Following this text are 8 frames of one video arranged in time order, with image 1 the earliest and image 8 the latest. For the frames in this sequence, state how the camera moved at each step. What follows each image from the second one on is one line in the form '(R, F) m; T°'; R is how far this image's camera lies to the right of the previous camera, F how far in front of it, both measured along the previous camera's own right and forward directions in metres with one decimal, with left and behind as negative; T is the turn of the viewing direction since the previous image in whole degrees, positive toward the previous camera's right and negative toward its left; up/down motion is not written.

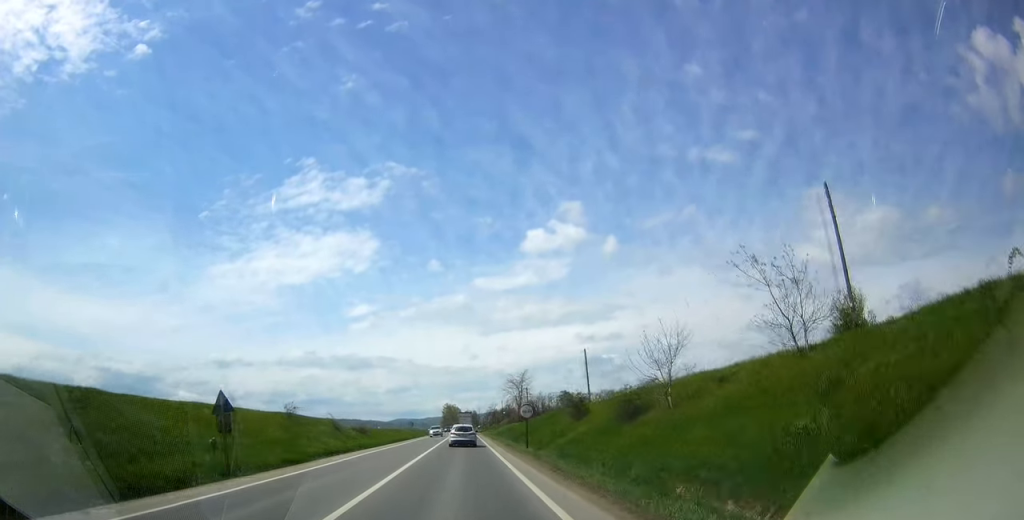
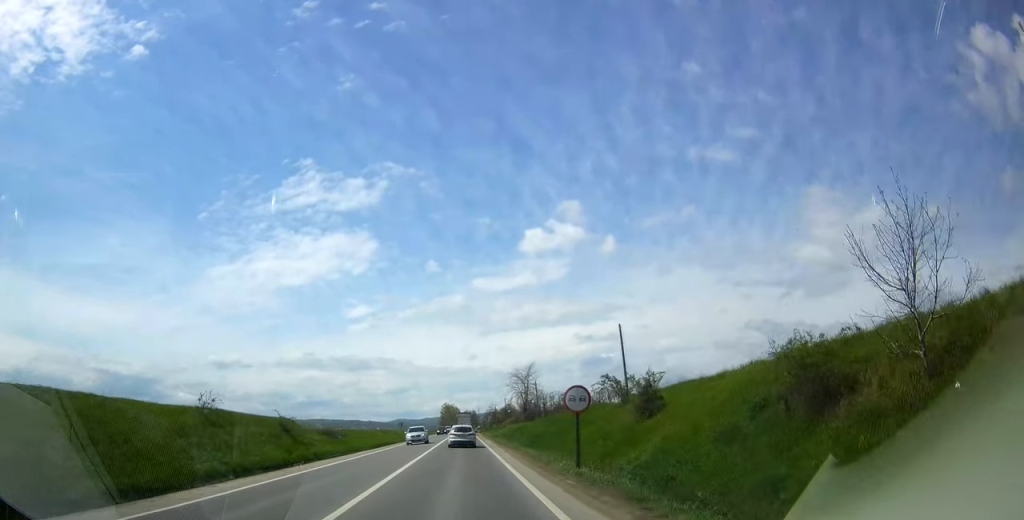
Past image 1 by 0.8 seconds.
(-0.4, +14.9) m; 0°
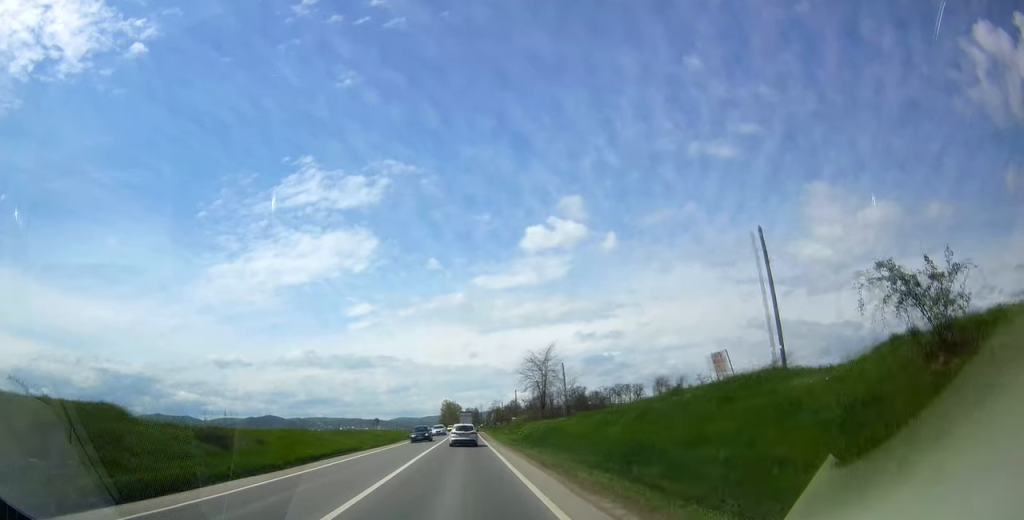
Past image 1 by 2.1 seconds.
(+0.5, +23.7) m; +1°
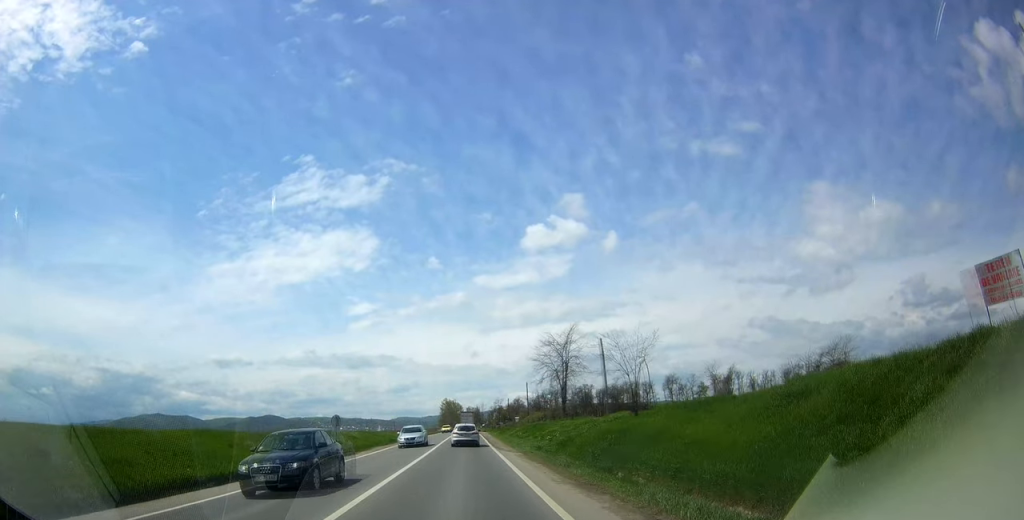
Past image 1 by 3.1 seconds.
(-0.1, +18.5) m; -1°
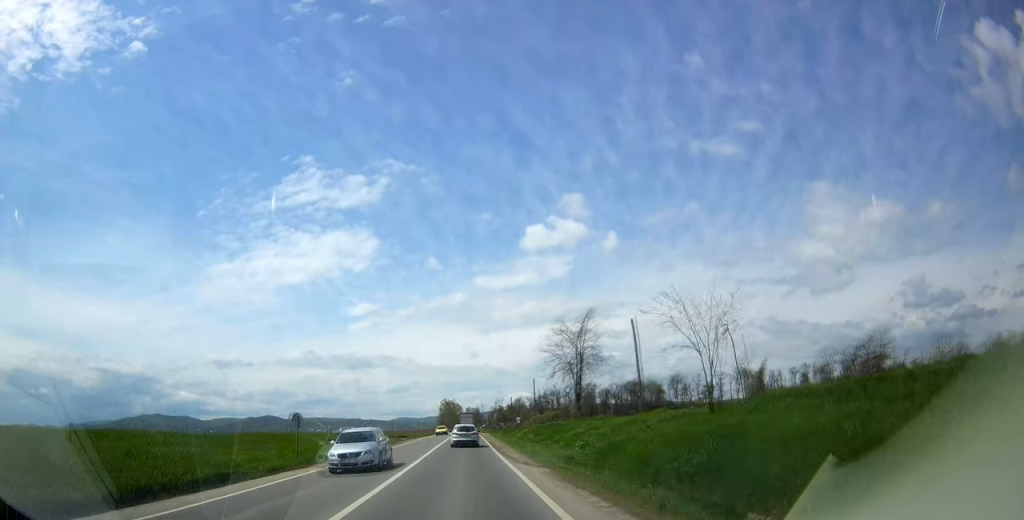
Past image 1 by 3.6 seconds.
(-0.2, +9.7) m; 0°
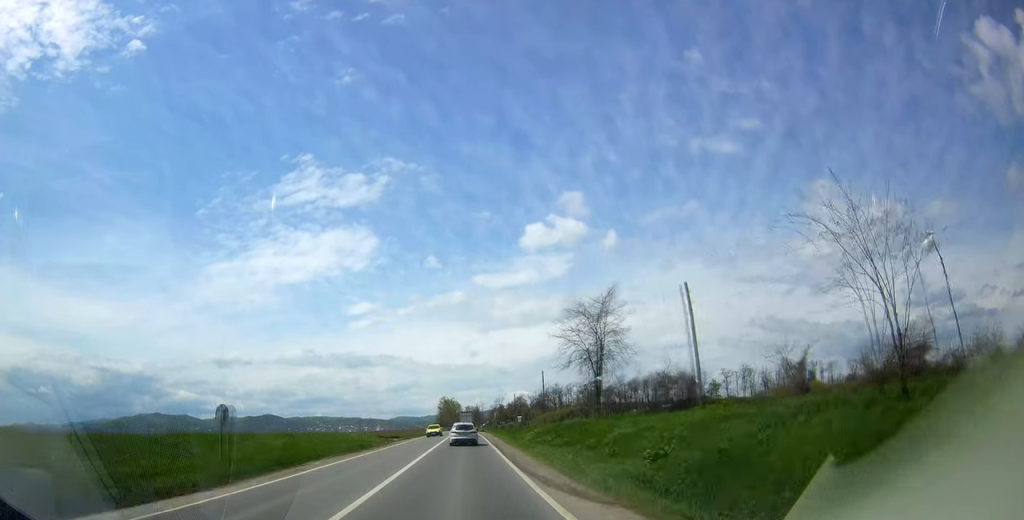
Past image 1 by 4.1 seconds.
(0.0, +9.6) m; 0°
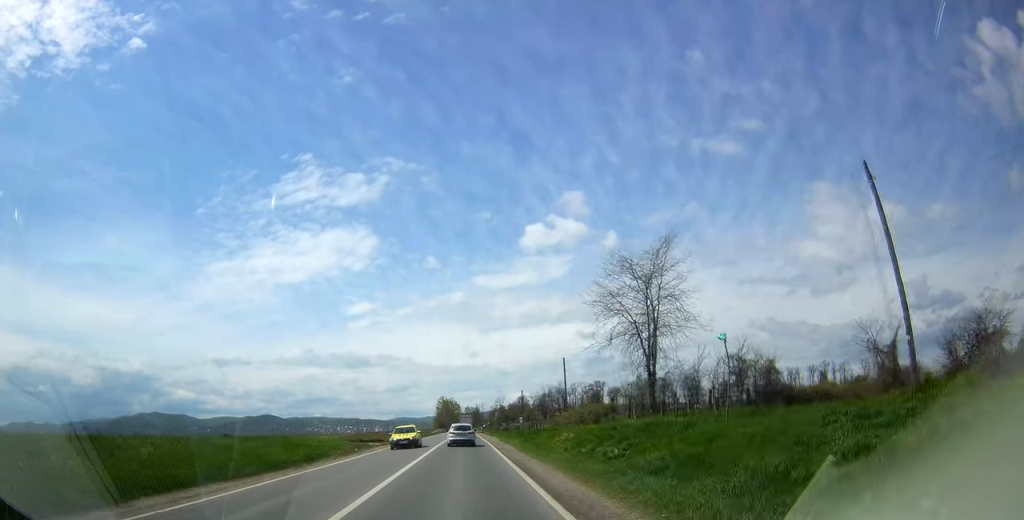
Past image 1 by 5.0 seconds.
(+0.3, +15.4) m; +1°
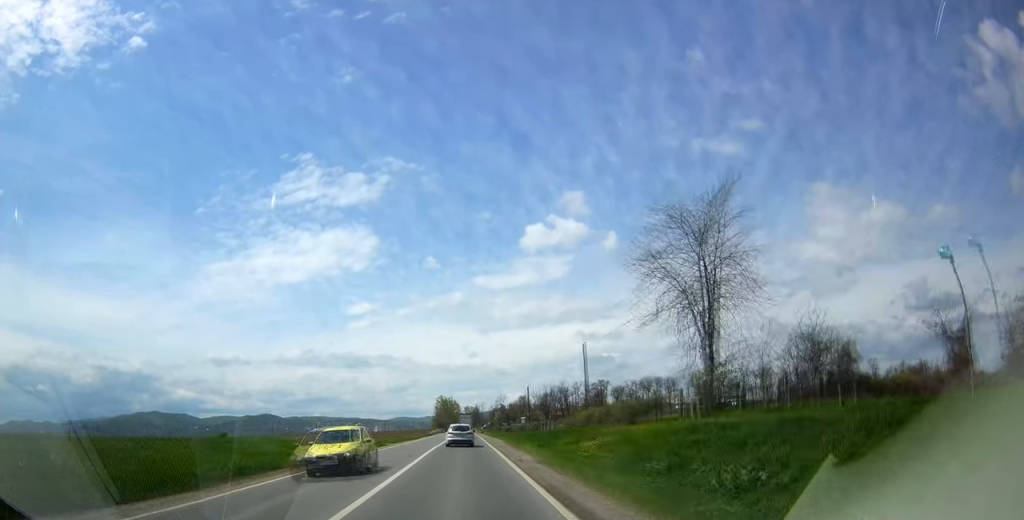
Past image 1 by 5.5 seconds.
(0.0, +9.4) m; 0°
